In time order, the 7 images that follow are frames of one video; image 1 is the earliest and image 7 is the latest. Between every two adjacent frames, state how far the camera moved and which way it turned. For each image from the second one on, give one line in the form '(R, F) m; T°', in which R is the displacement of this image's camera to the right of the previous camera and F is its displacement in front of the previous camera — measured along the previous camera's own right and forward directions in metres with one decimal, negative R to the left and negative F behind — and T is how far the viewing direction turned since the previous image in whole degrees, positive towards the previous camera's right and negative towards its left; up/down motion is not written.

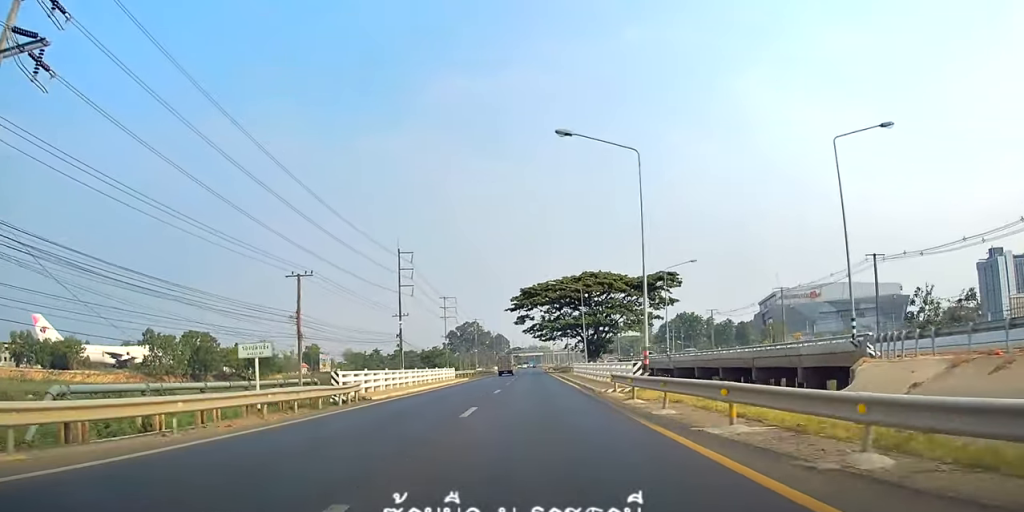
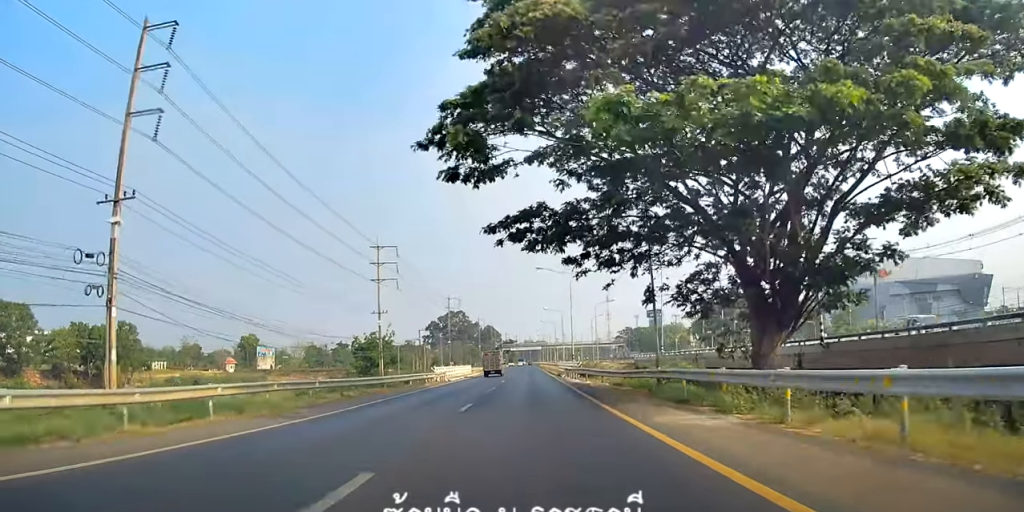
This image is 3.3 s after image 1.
(-0.1, +70.2) m; -2°
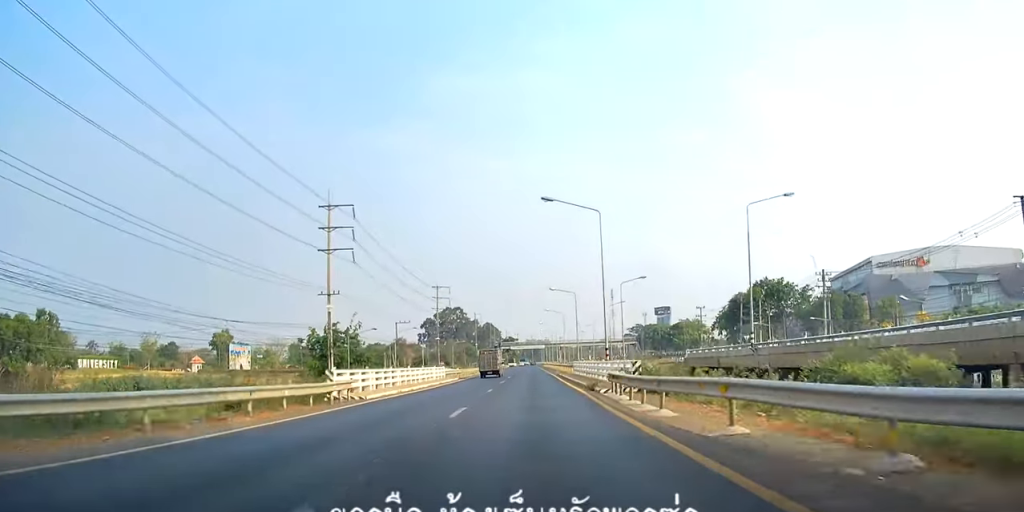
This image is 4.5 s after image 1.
(-0.1, +25.9) m; +2°
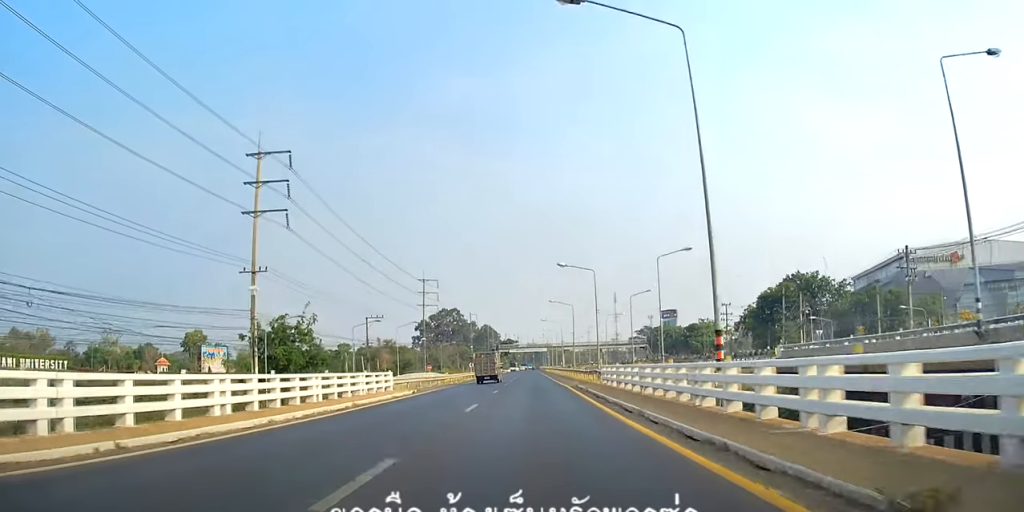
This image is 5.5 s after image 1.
(+0.9, +20.5) m; 0°
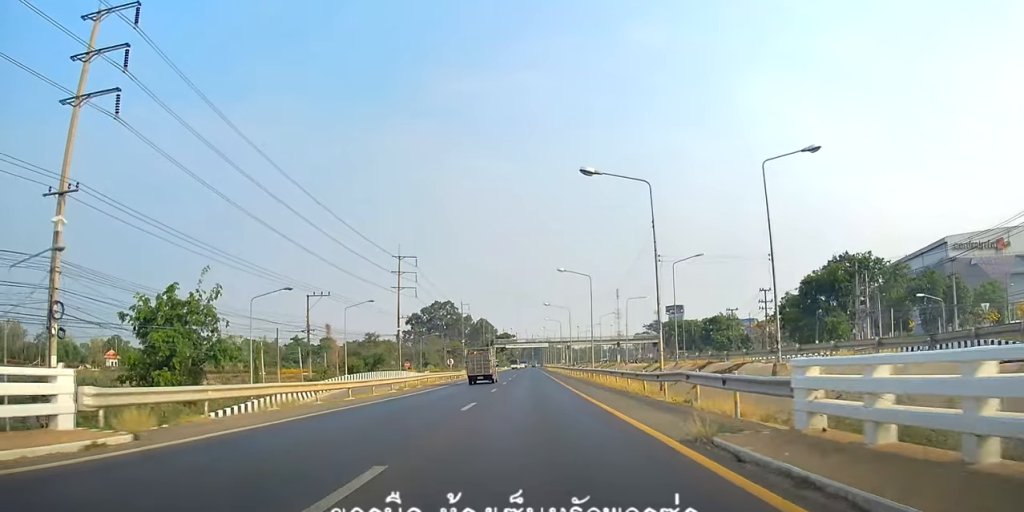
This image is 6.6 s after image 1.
(-0.7, +24.8) m; 0°
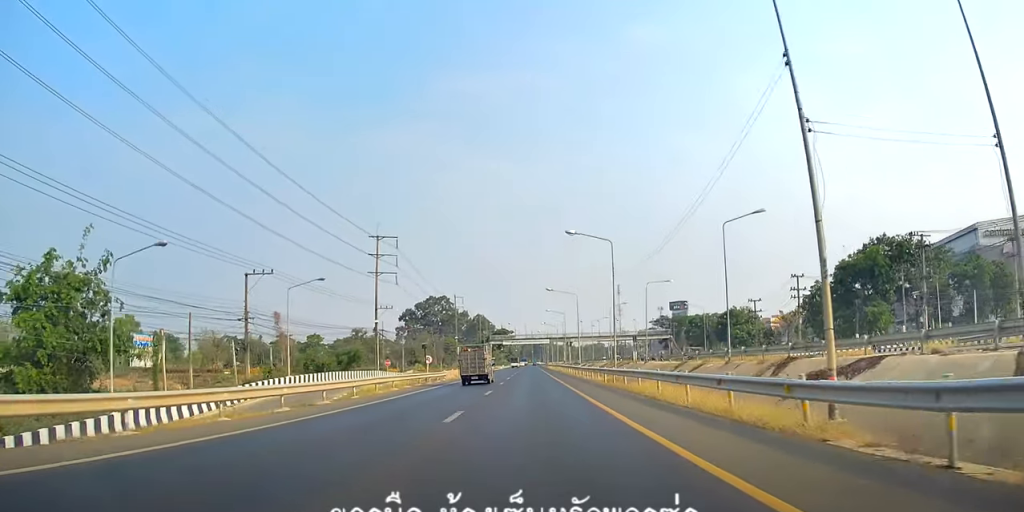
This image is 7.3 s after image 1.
(+0.7, +15.9) m; 0°
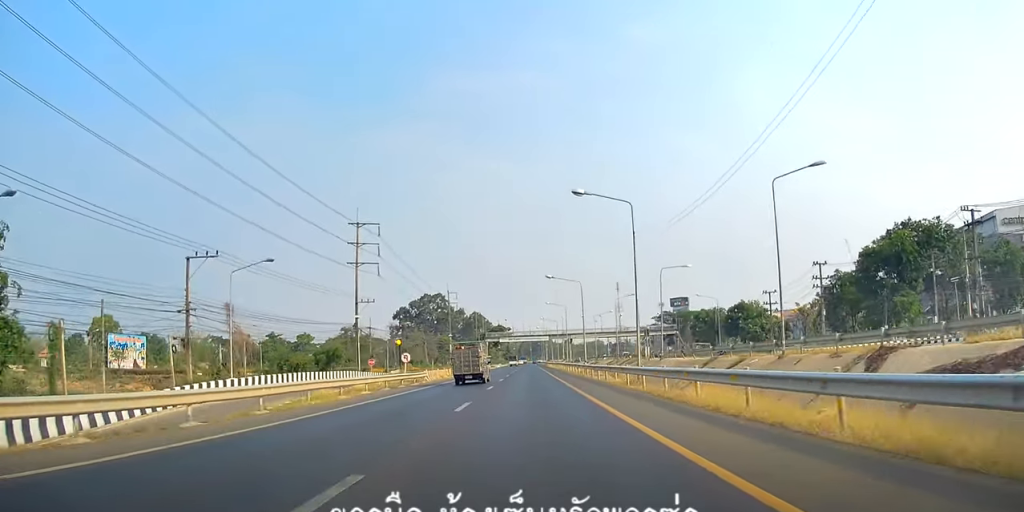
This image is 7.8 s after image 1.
(-0.1, +9.3) m; -1°
